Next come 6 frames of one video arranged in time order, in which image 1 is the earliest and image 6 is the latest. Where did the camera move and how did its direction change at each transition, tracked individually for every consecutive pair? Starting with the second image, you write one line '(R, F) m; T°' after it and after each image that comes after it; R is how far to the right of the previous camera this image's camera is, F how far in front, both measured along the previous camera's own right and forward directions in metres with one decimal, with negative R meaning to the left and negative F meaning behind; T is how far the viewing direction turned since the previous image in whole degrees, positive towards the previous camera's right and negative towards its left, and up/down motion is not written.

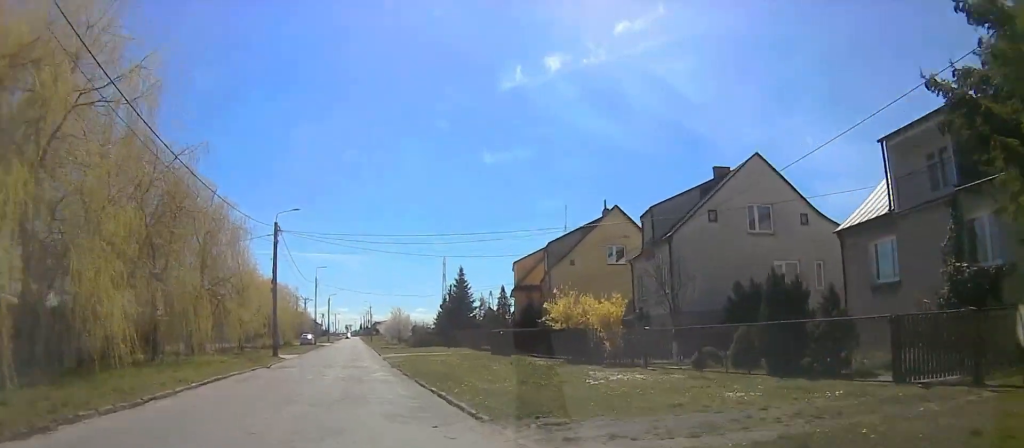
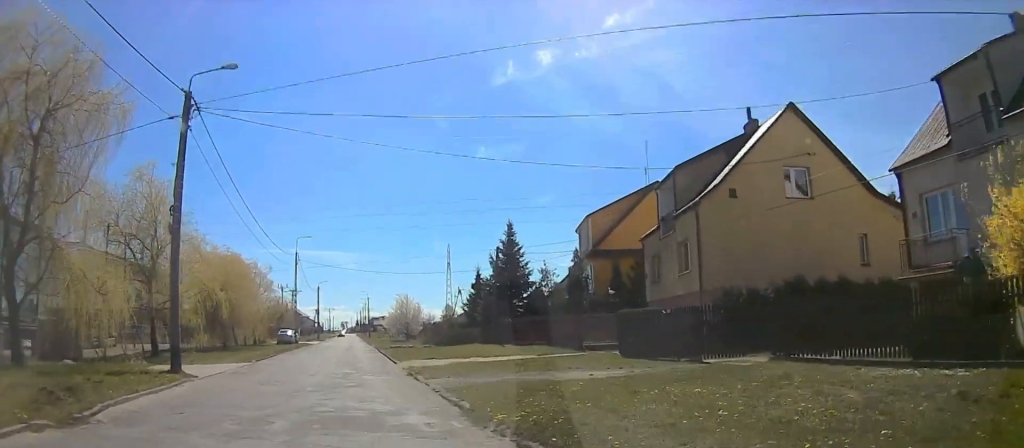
(+0.6, +21.9) m; +1°
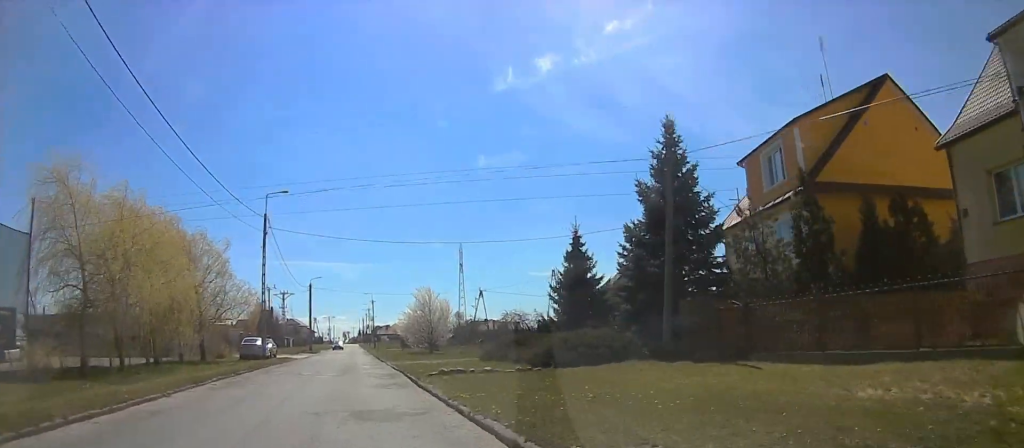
(+0.3, +22.2) m; 0°
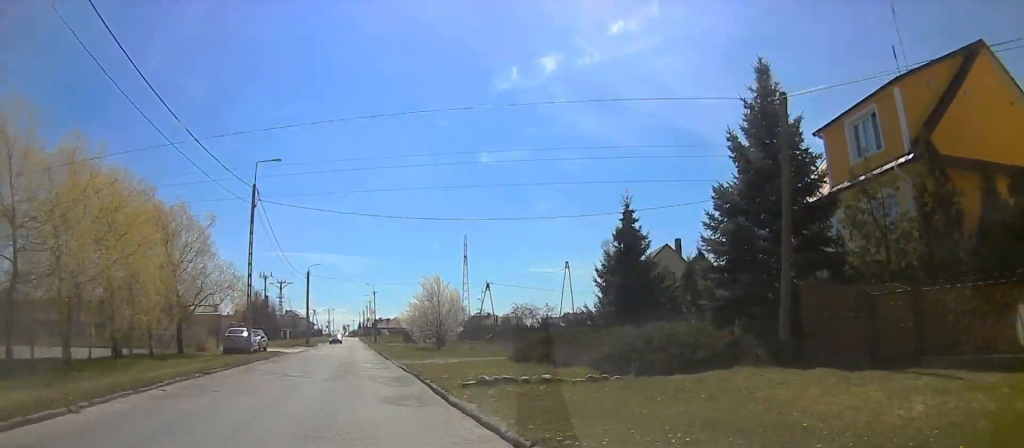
(-0.3, +5.4) m; -2°
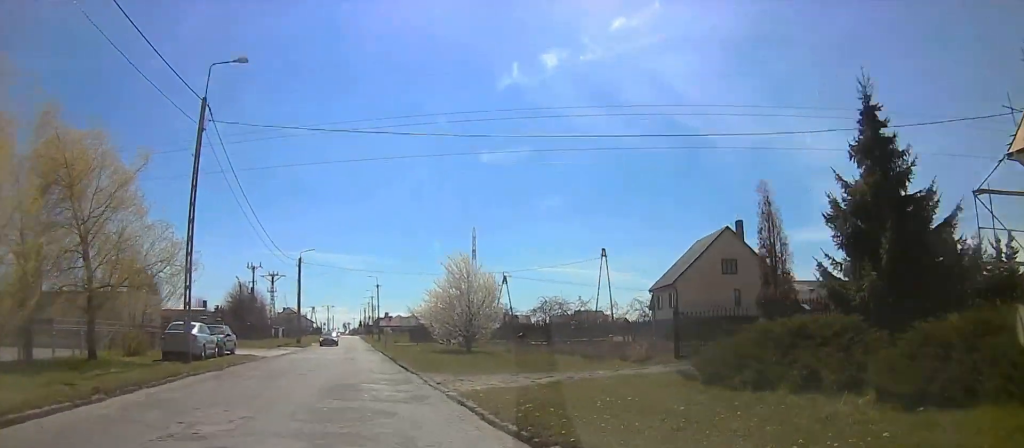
(-0.4, +12.4) m; 0°
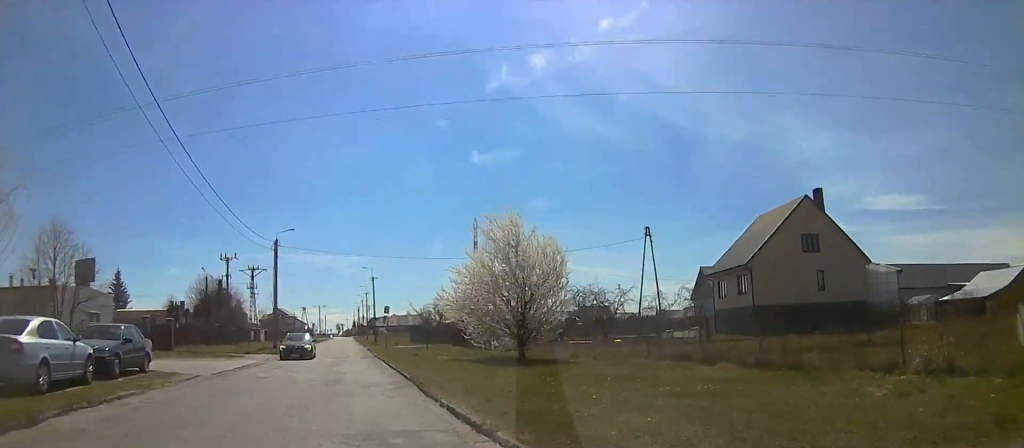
(+0.4, +13.4) m; +2°
